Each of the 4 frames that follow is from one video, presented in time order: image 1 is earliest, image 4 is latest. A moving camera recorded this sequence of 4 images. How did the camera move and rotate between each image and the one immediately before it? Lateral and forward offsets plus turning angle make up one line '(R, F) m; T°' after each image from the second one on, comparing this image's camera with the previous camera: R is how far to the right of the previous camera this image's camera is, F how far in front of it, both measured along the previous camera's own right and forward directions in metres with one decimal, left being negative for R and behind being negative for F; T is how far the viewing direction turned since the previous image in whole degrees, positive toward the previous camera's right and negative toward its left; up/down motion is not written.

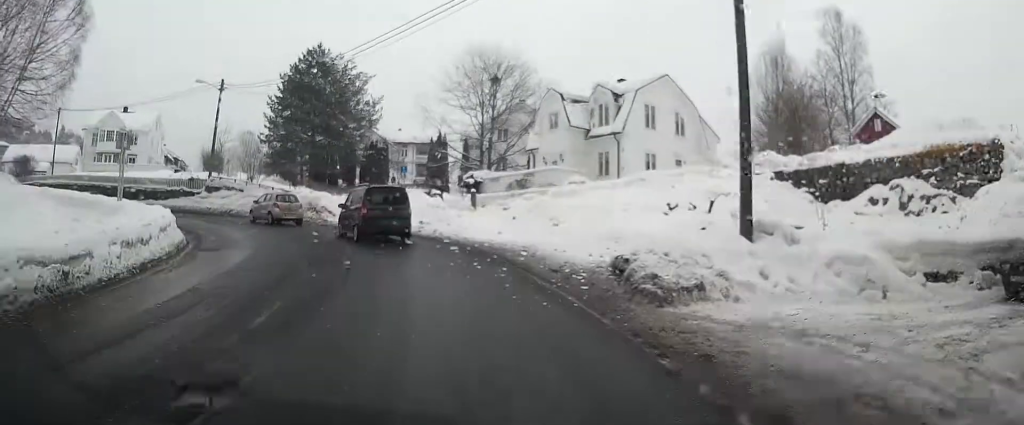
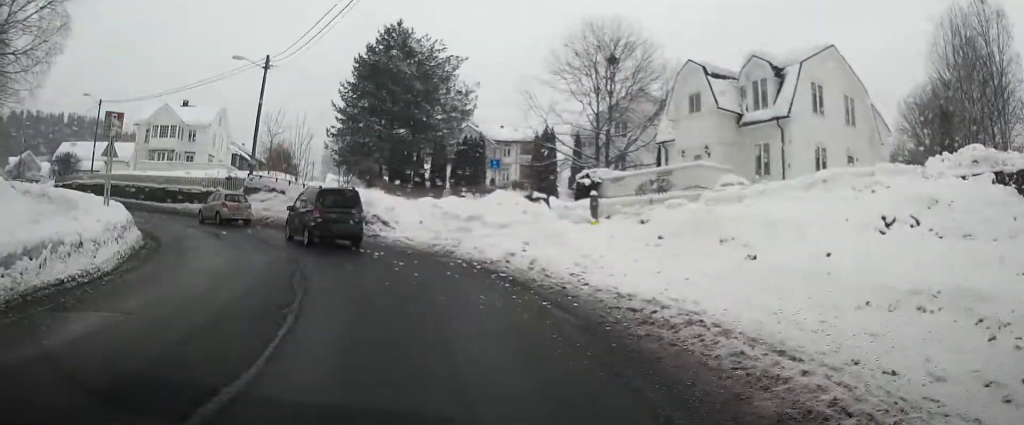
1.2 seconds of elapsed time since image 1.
(-0.5, +10.0) m; -9°
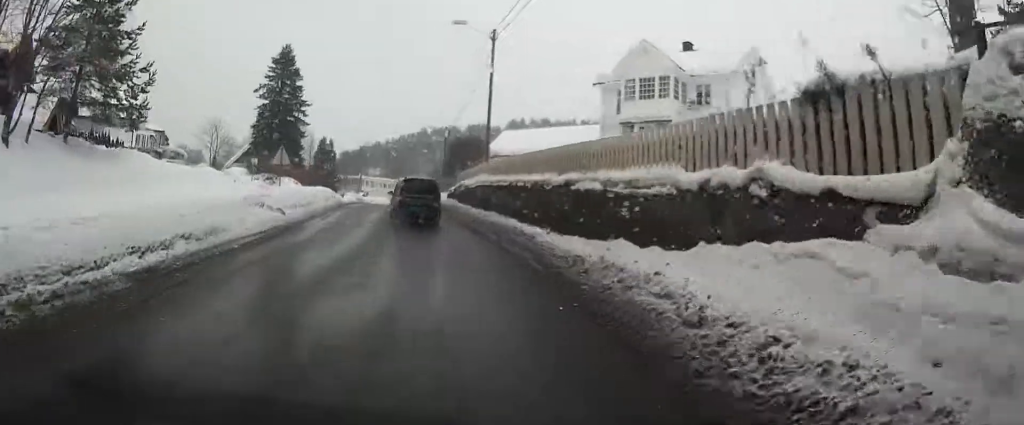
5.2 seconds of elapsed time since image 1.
(-13.2, +27.4) m; -53°
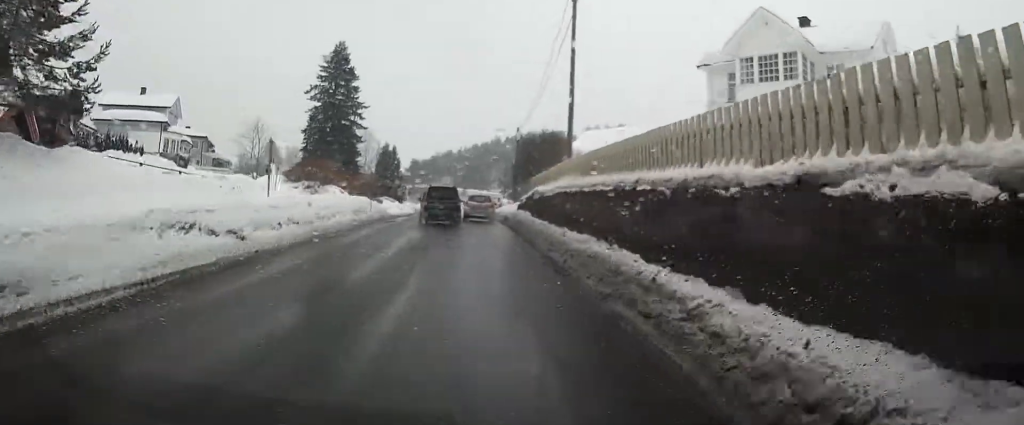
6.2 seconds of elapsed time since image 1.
(-0.9, +8.0) m; -10°
